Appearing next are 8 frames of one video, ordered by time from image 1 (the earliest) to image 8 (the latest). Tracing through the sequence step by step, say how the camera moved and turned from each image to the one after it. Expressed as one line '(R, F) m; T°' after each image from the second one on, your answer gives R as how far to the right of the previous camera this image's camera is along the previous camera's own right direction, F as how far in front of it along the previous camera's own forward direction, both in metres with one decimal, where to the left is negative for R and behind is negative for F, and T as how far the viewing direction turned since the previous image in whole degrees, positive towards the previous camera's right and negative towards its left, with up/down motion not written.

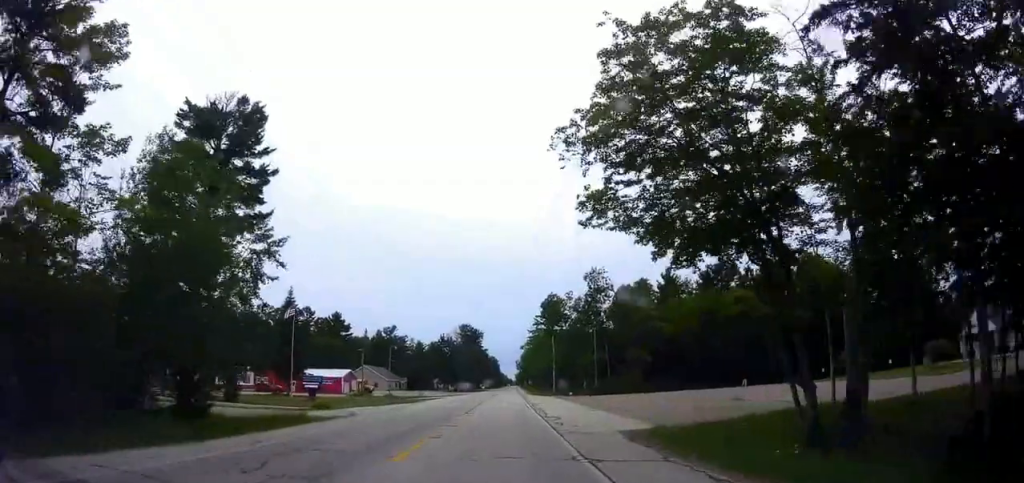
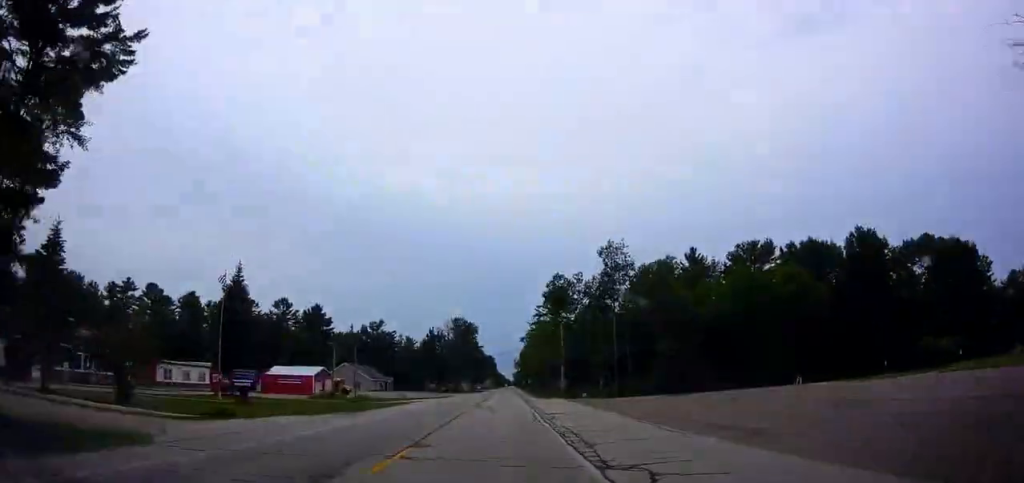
(+0.2, +16.3) m; +1°
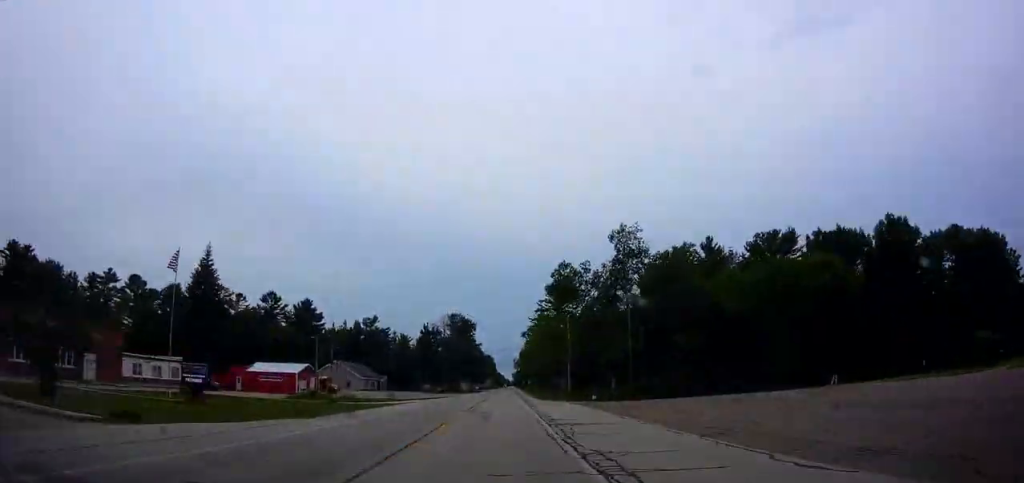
(+0.3, +7.7) m; 0°
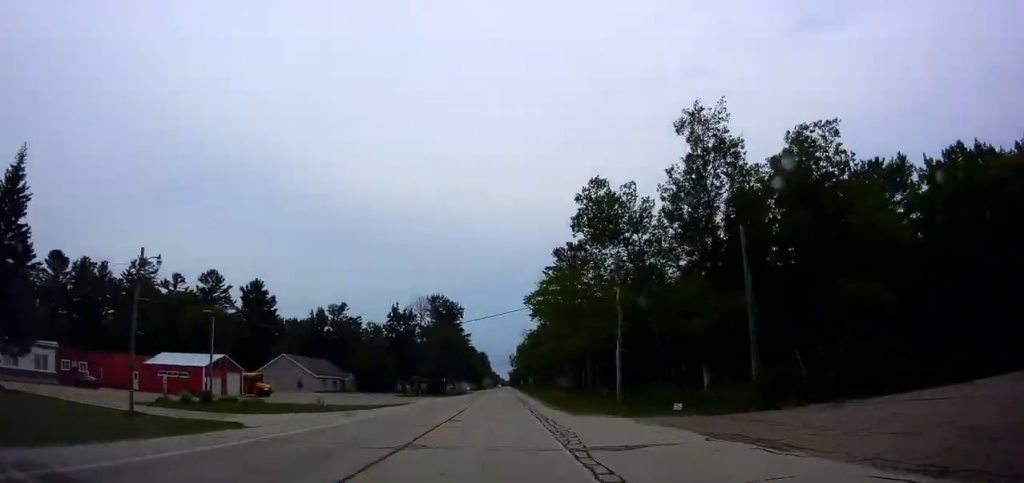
(-0.2, +28.3) m; 0°
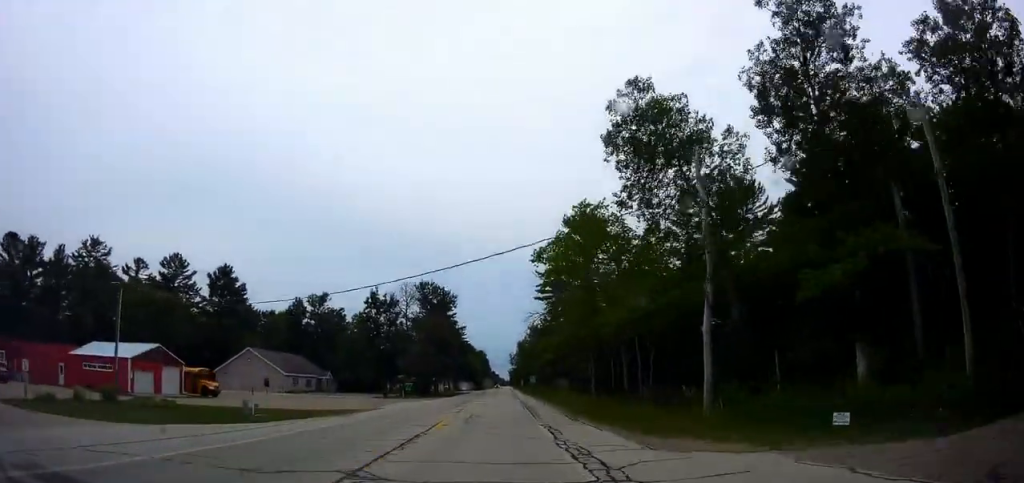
(0.0, +14.6) m; 0°
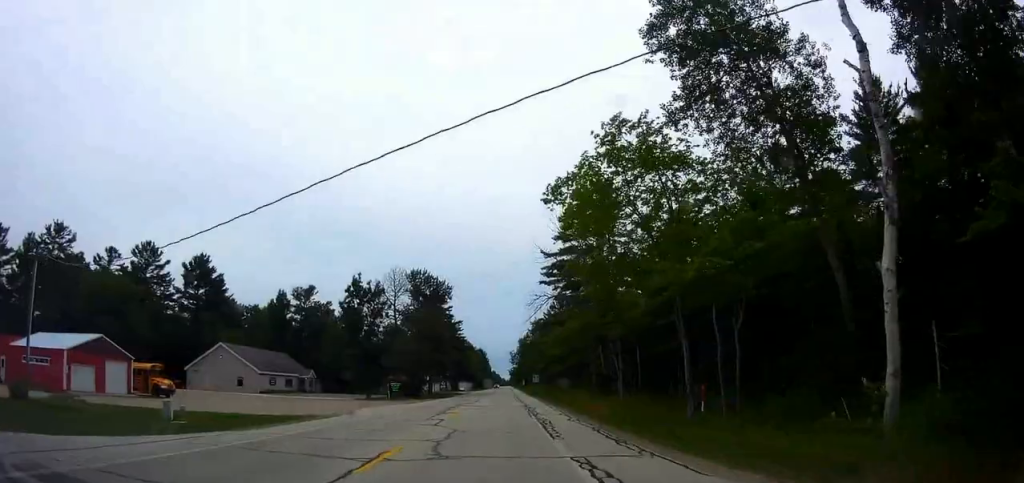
(-0.4, +9.6) m; 0°
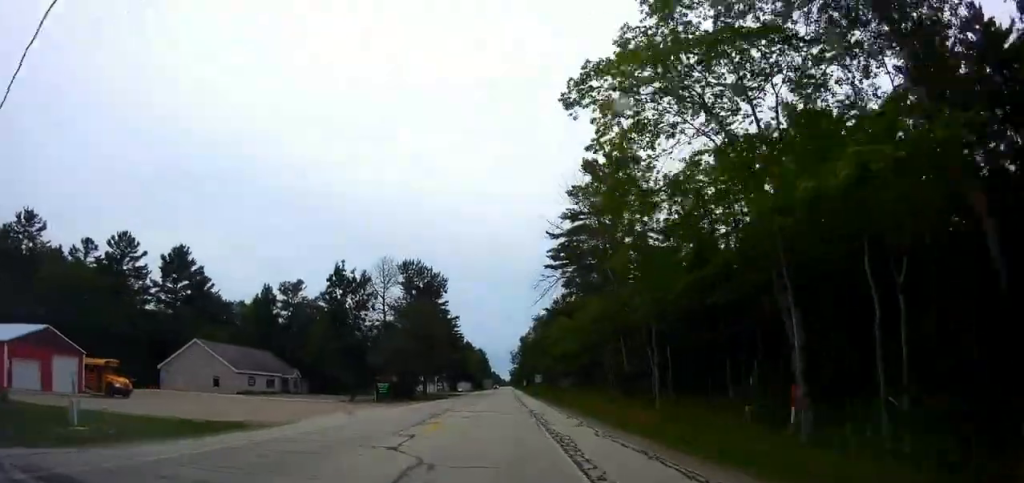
(+0.2, +7.3) m; +1°
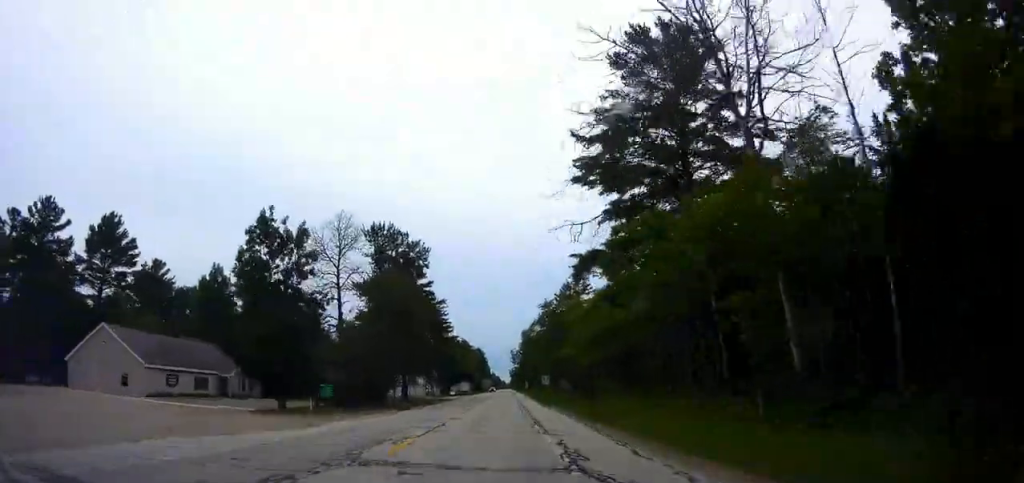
(+0.4, +19.6) m; 0°
